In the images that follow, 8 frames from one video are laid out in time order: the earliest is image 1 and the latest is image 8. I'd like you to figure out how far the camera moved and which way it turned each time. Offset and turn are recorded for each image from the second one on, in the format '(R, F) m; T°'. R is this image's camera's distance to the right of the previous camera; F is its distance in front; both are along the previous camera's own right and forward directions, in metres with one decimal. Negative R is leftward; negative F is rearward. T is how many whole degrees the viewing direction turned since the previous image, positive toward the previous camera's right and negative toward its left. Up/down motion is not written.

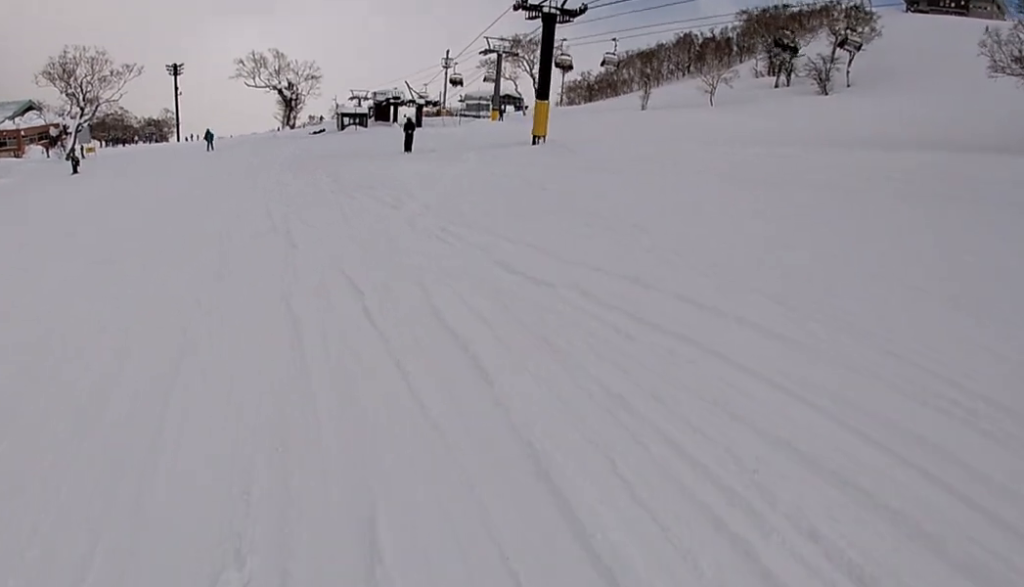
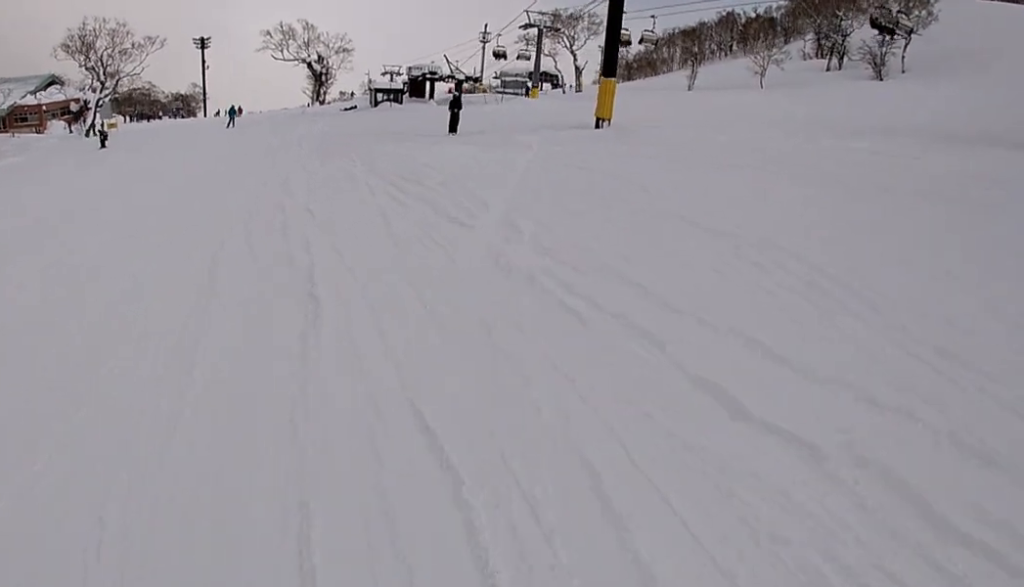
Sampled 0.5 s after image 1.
(0.0, +3.6) m; -3°
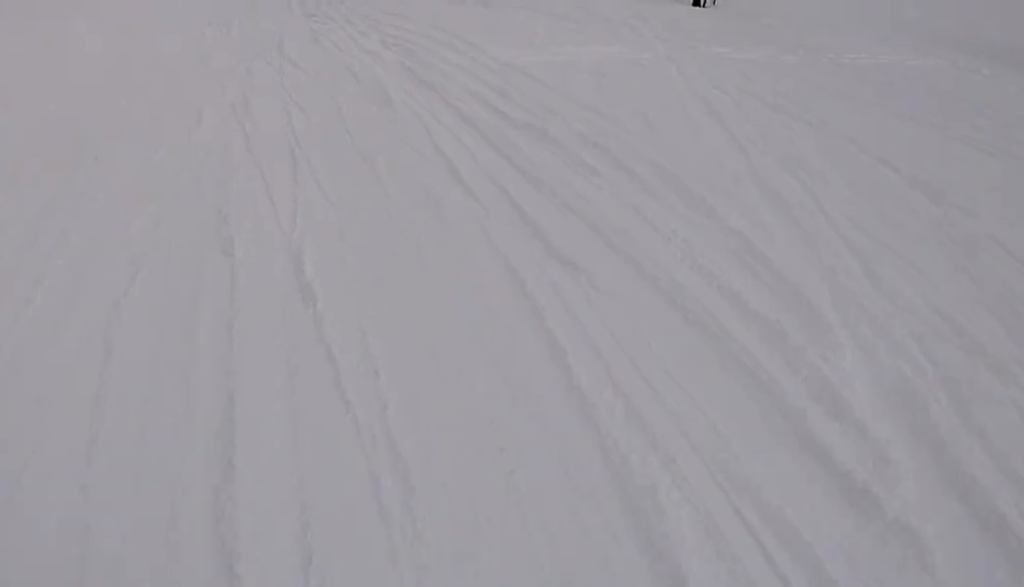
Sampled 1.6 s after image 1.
(-0.5, +6.9) m; -5°
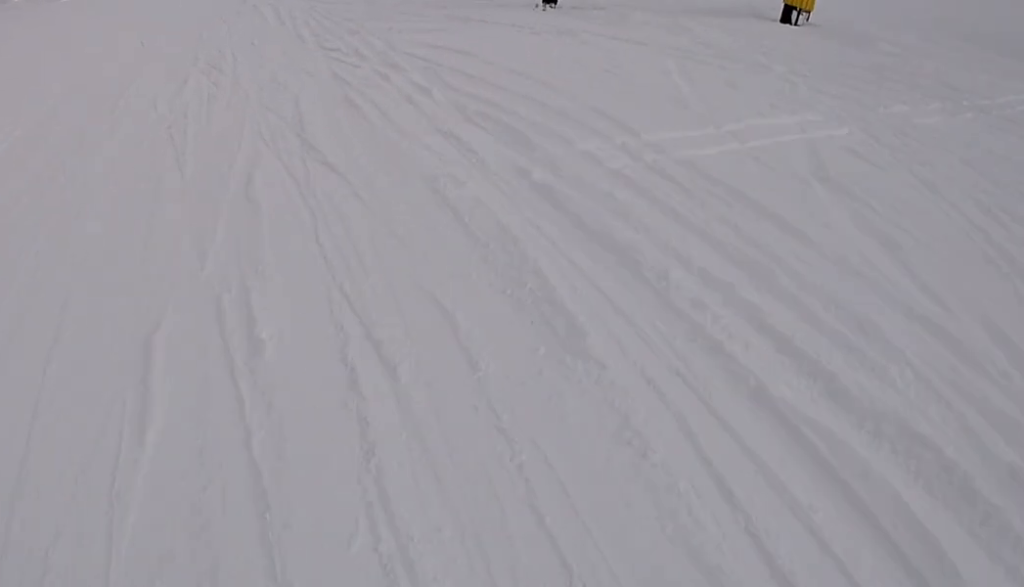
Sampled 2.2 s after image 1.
(-0.4, +3.9) m; -1°
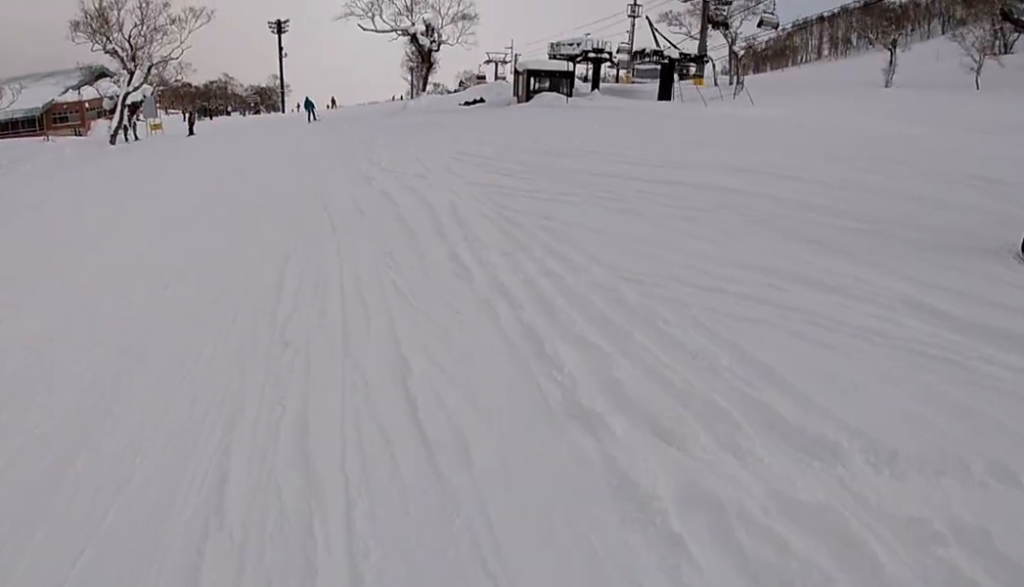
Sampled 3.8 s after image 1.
(-0.3, +10.0) m; -11°
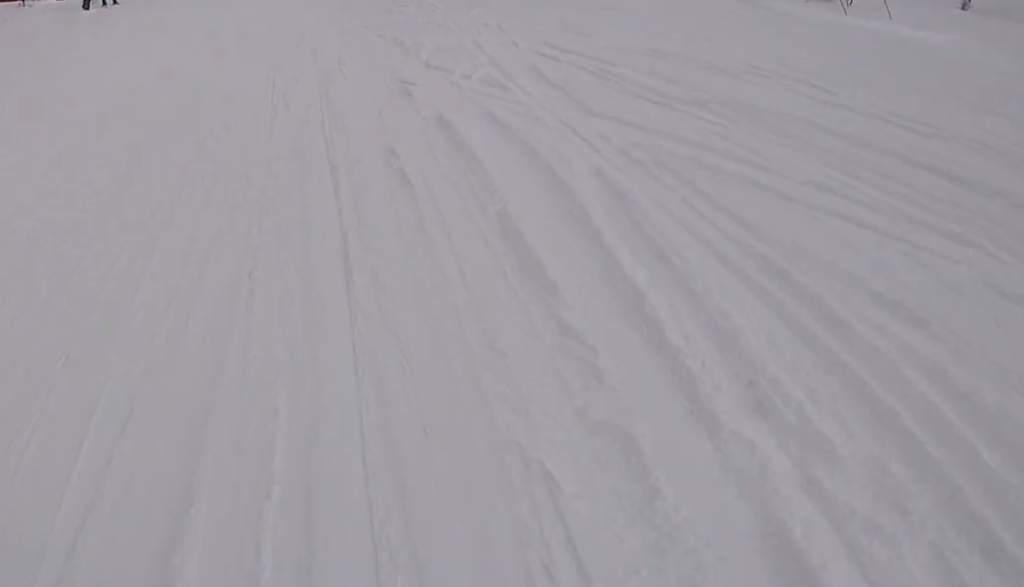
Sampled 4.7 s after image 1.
(-0.2, +5.6) m; +6°
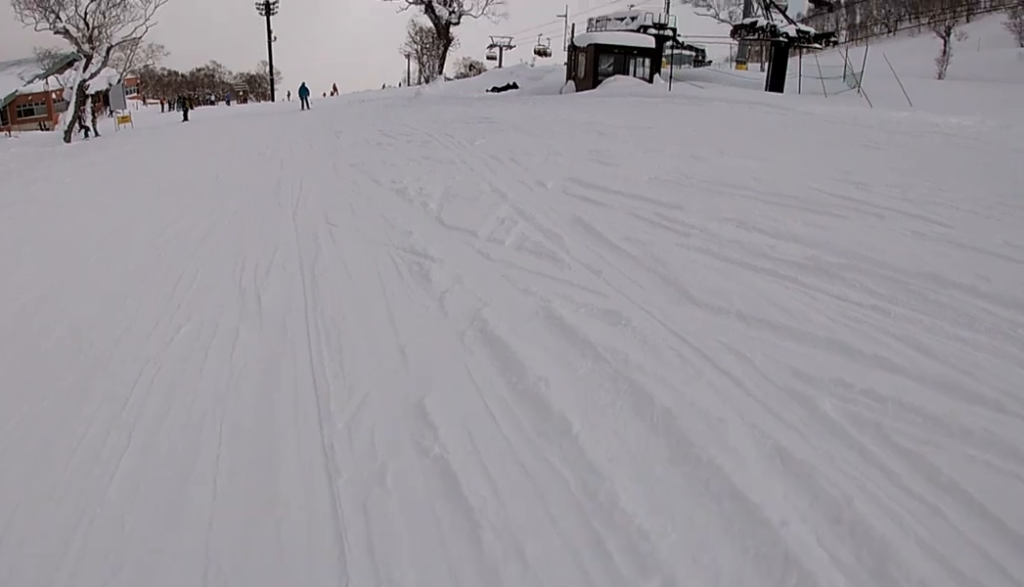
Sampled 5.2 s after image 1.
(-0.1, +2.5) m; +4°
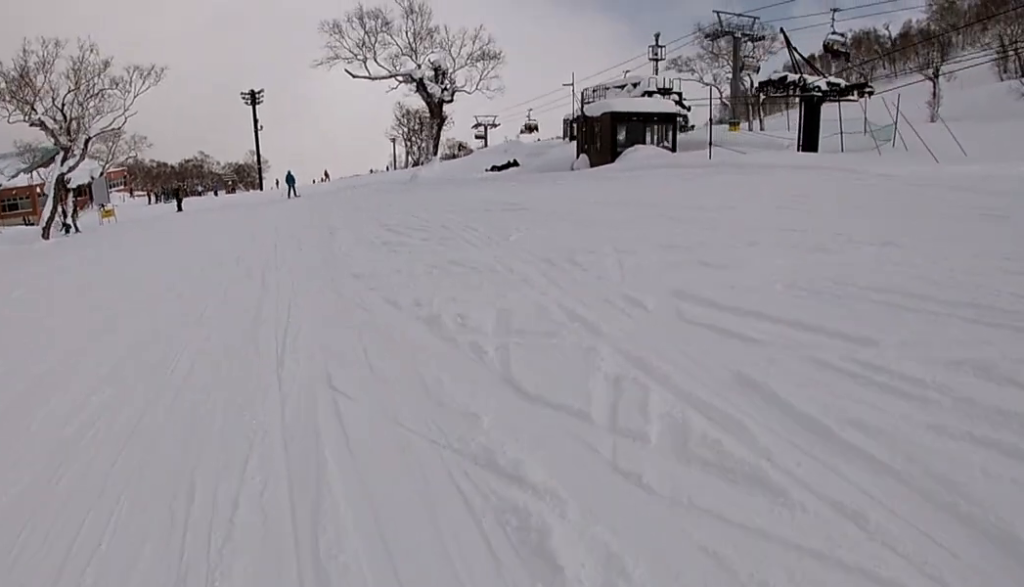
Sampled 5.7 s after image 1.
(+0.5, +3.0) m; 0°
